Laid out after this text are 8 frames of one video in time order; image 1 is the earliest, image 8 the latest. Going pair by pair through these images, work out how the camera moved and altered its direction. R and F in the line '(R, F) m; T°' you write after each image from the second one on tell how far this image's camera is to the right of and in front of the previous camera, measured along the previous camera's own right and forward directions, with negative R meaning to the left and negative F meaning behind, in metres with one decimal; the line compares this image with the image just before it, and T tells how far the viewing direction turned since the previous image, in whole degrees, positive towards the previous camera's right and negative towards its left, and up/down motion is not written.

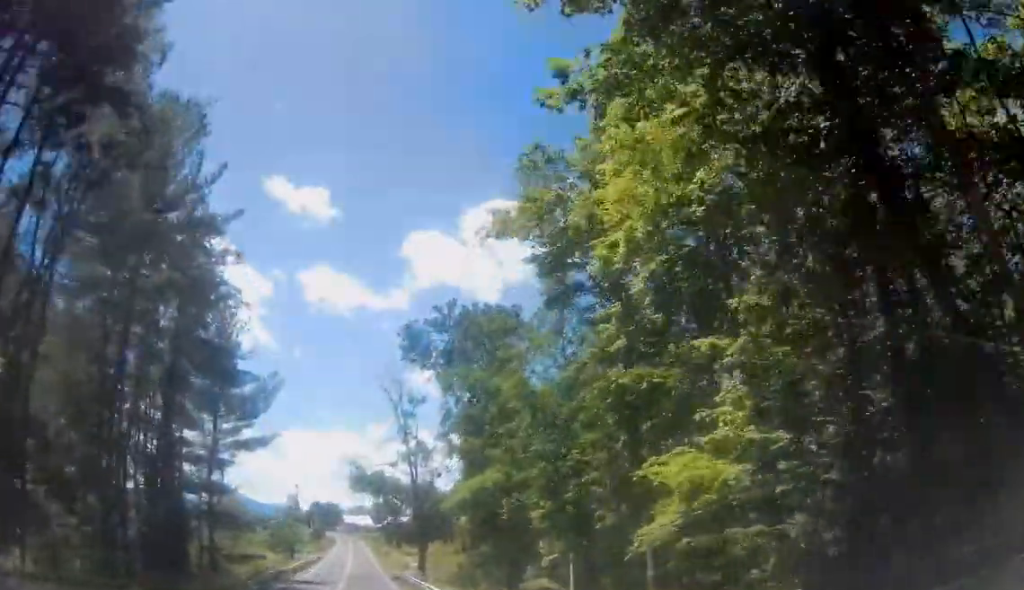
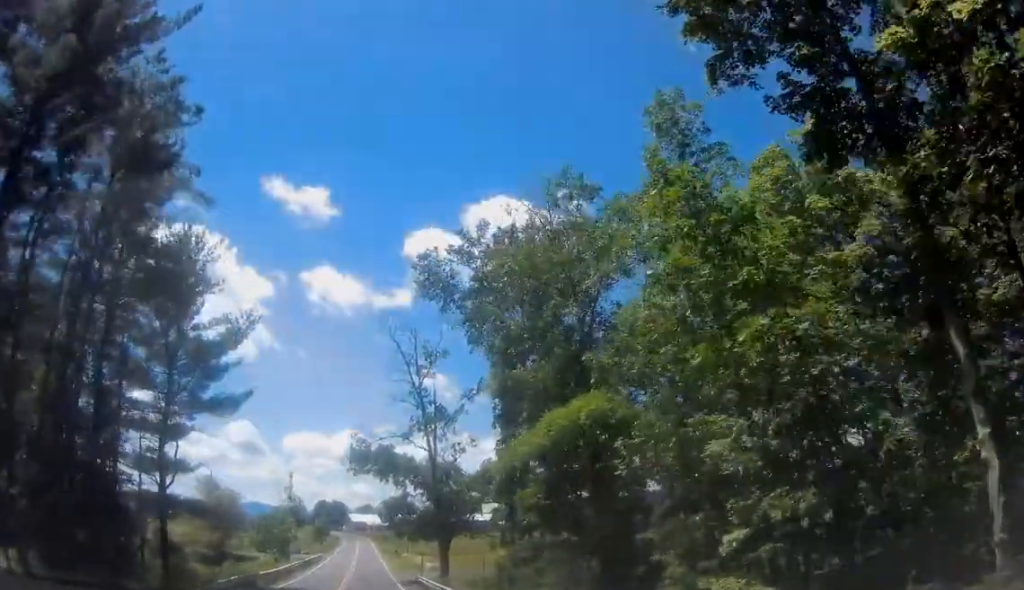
(0.0, +11.0) m; 0°
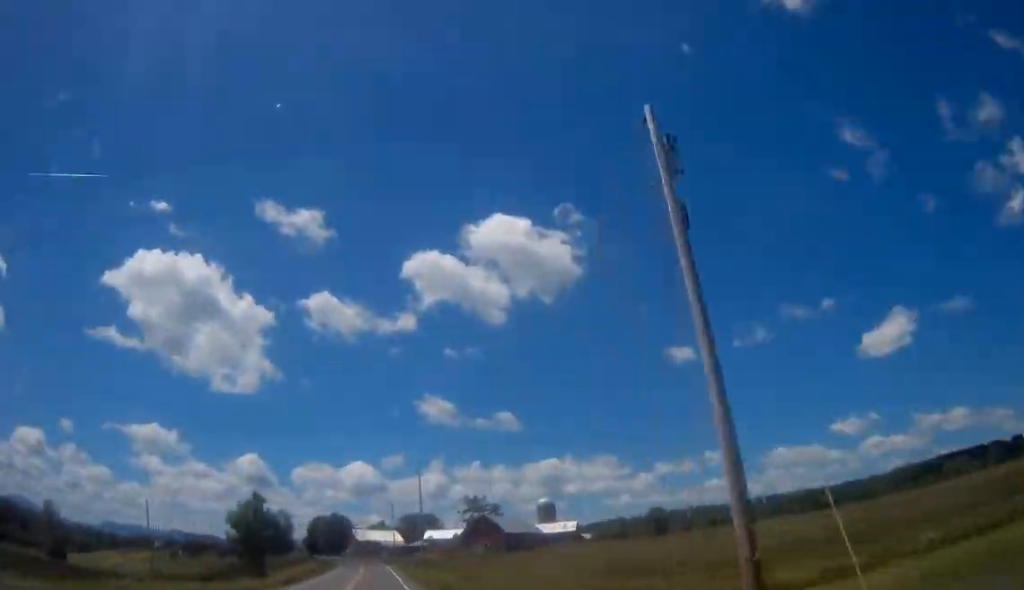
(-2.2, +88.7) m; -3°
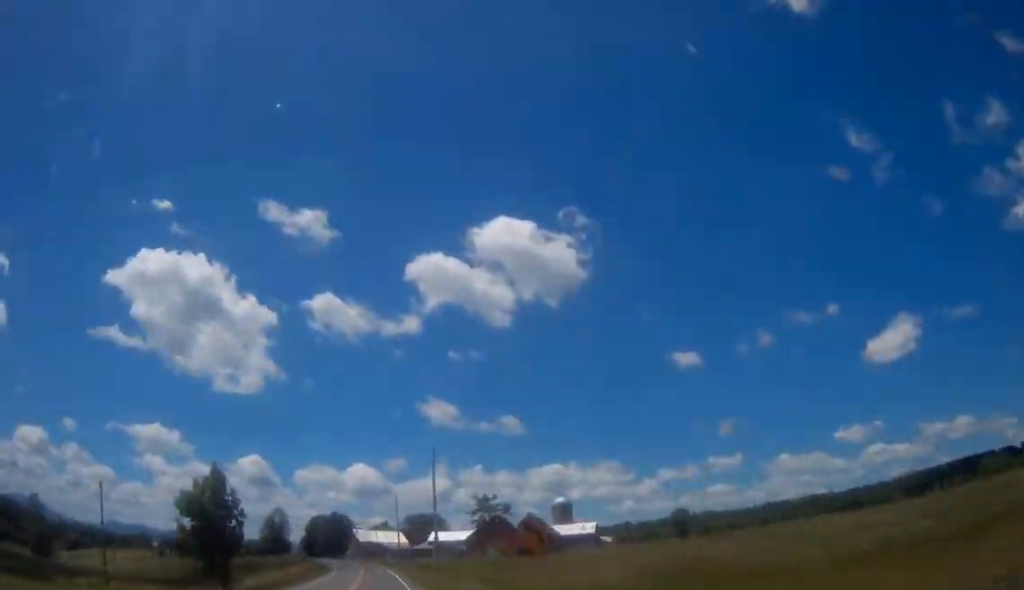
(-0.1, +12.9) m; 0°
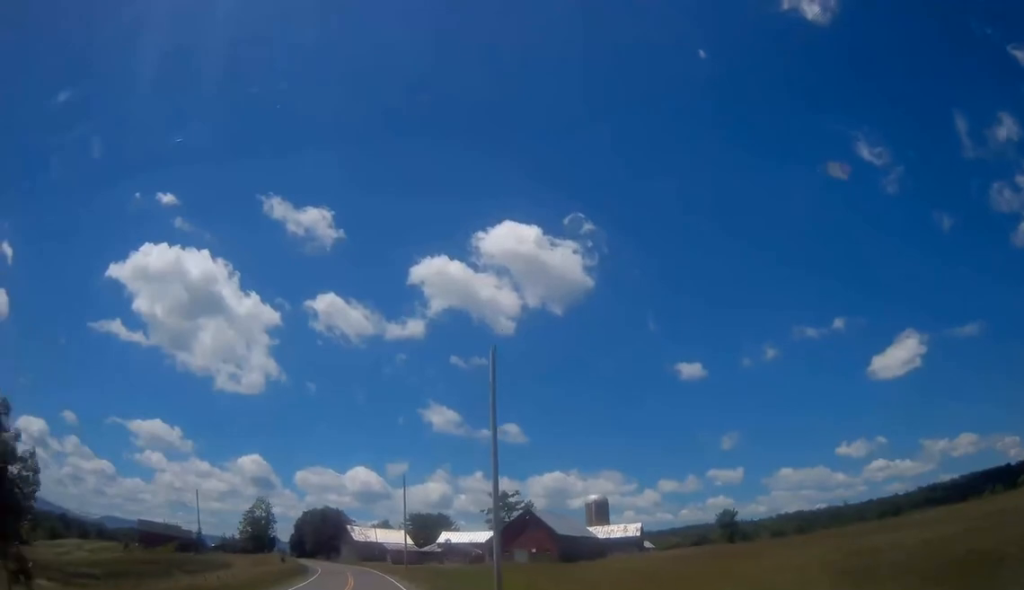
(+0.1, +26.1) m; 0°
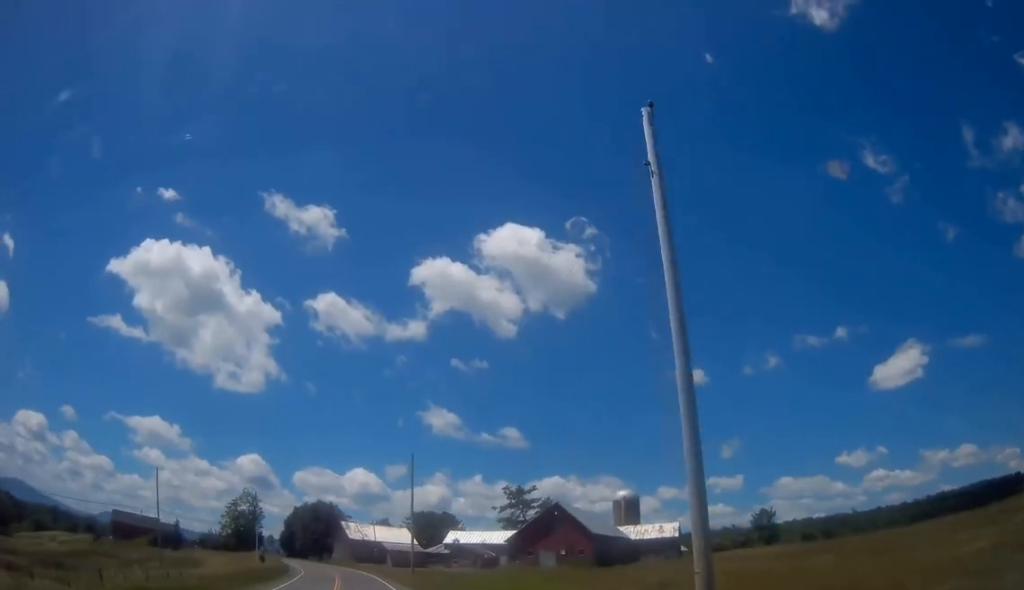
(-0.2, +16.4) m; 0°
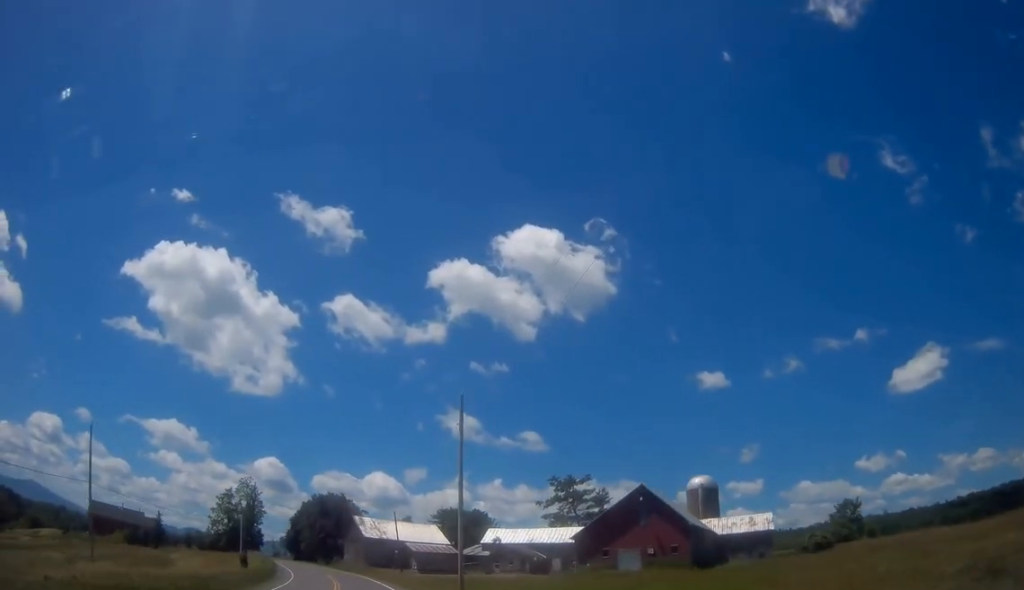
(-0.1, +22.2) m; -1°
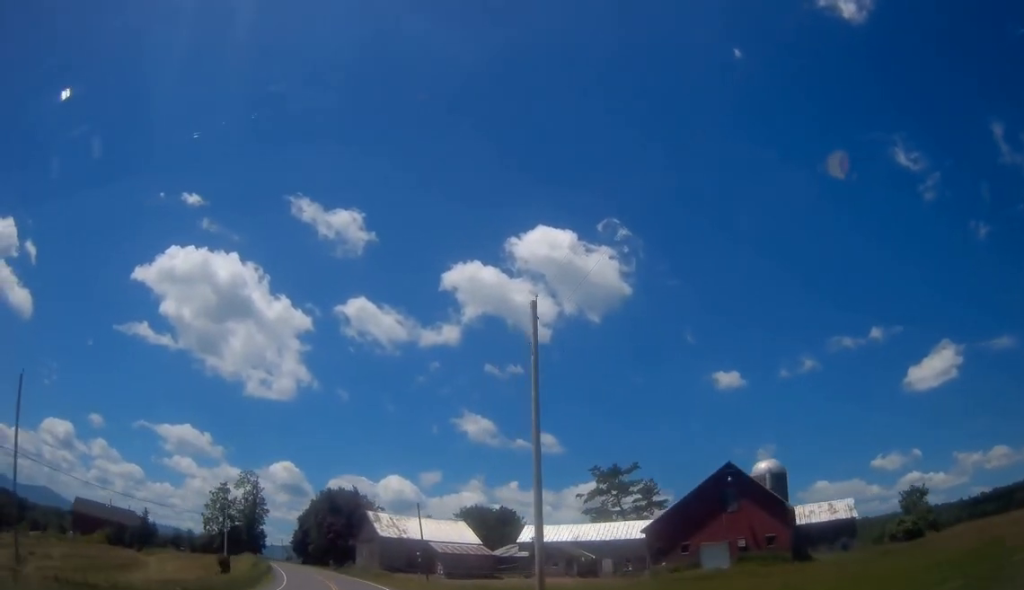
(+0.1, +14.0) m; -1°
